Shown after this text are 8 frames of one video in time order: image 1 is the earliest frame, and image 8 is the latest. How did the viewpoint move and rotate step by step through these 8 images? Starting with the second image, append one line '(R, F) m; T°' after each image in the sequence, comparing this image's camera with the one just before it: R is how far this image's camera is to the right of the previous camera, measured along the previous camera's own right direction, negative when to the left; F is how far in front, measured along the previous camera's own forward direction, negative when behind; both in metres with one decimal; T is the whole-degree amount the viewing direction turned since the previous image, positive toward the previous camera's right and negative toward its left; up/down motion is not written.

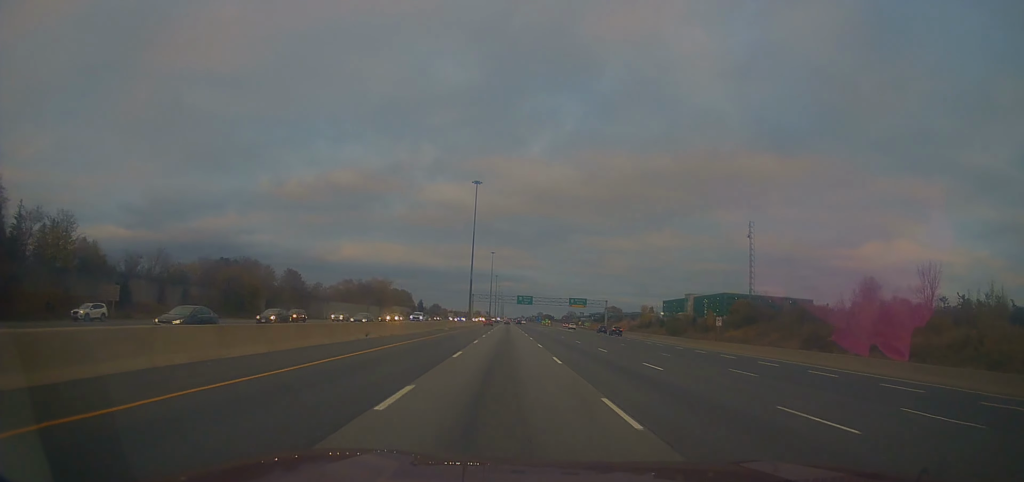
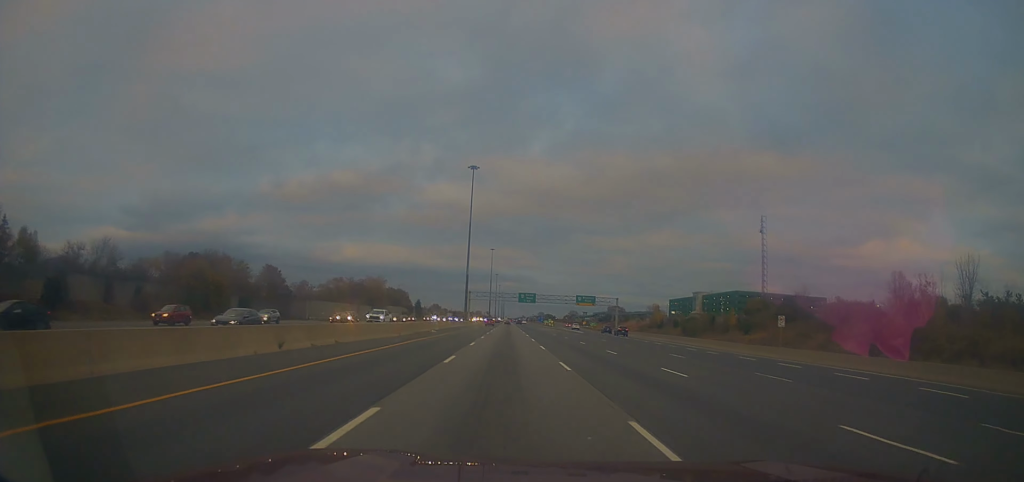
(0.0, +14.7) m; 0°
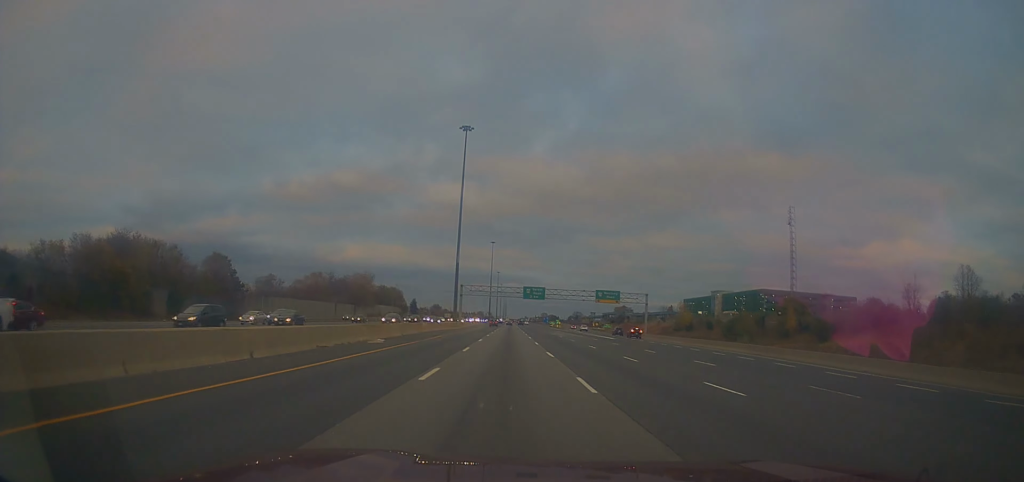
(+0.4, +28.6) m; -1°
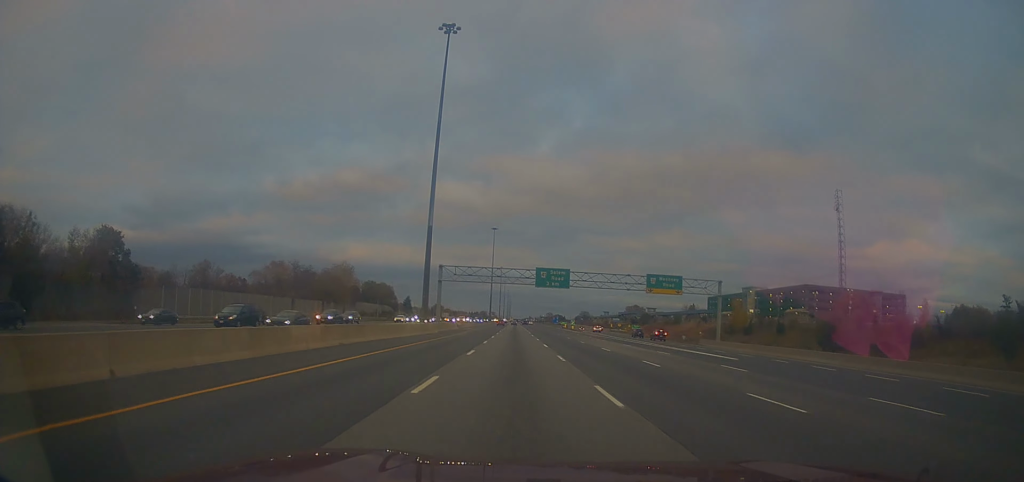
(-0.9, +38.5) m; 0°
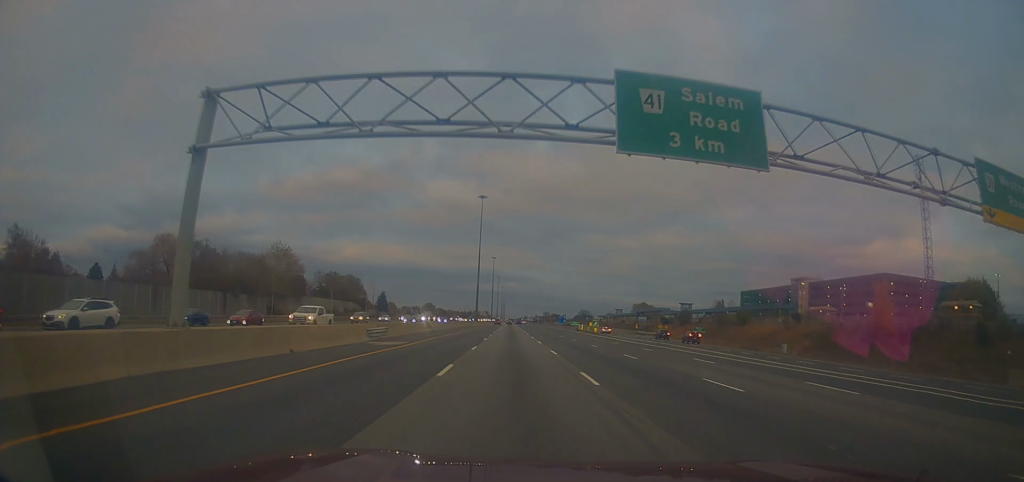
(+0.7, +56.4) m; 0°
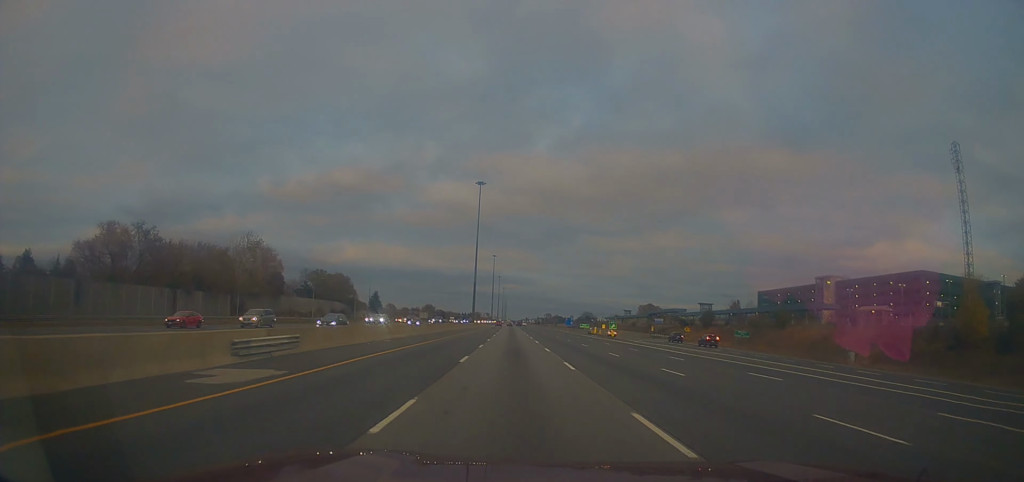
(-0.1, +18.8) m; 0°
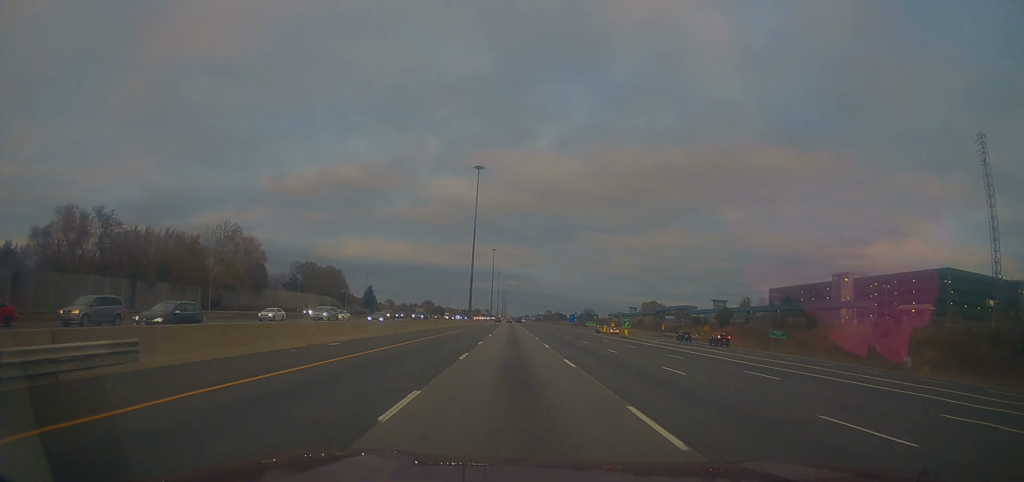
(0.0, +11.9) m; 0°
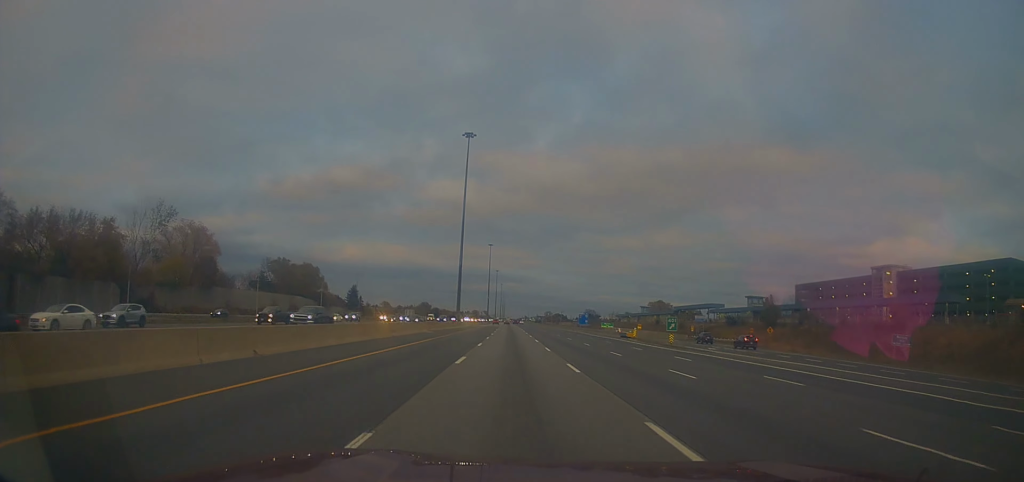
(+0.1, +25.7) m; 0°
